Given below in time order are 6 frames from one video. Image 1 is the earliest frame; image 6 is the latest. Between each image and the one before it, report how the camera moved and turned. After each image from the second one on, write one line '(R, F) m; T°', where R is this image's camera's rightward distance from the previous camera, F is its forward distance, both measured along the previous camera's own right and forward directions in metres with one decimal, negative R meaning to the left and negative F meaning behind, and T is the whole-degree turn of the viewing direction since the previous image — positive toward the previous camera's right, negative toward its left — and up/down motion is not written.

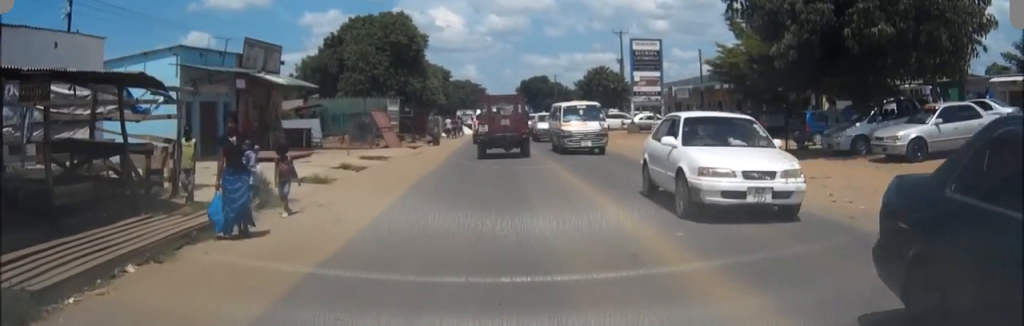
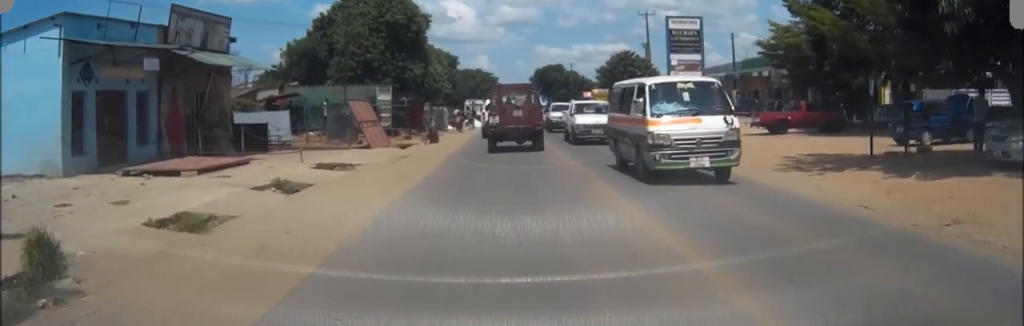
(-0.2, +7.9) m; -2°
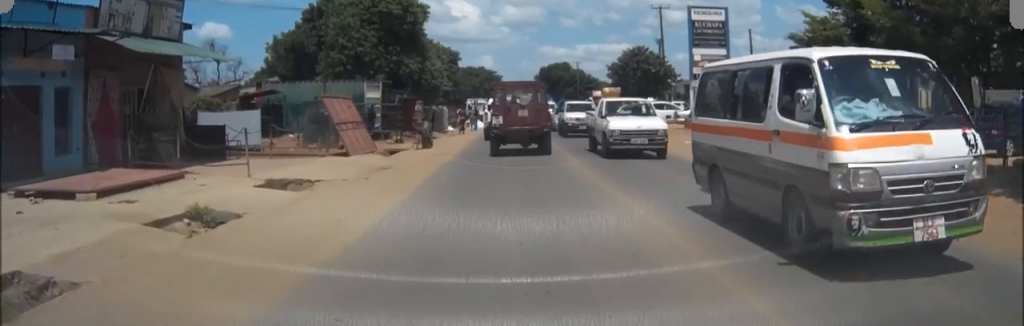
(0.0, +4.5) m; -1°
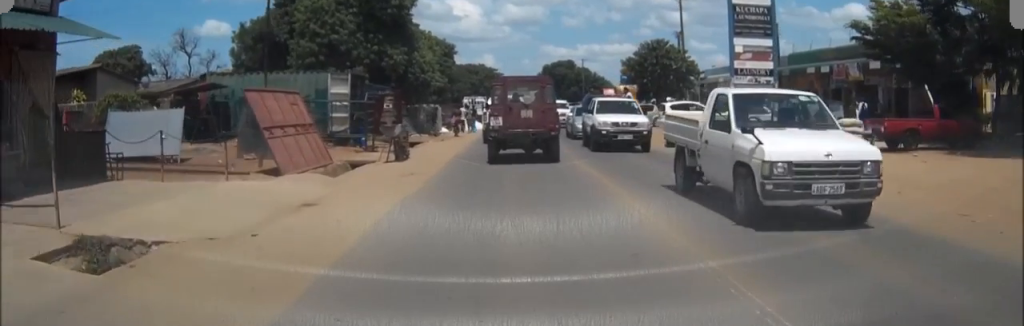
(-0.1, +7.3) m; 0°
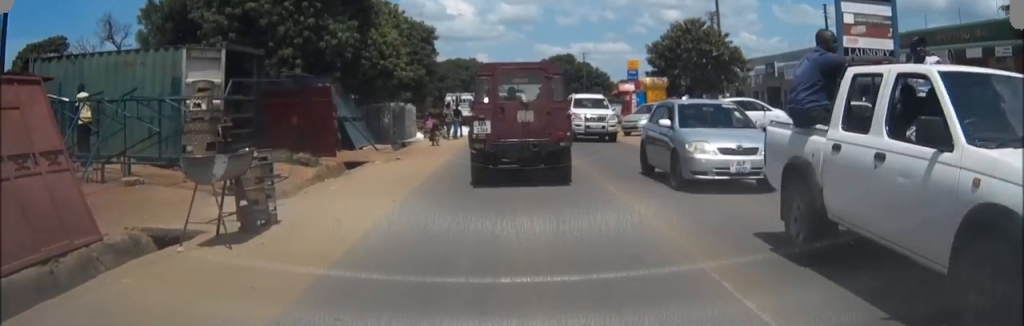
(-0.2, +12.3) m; -2°
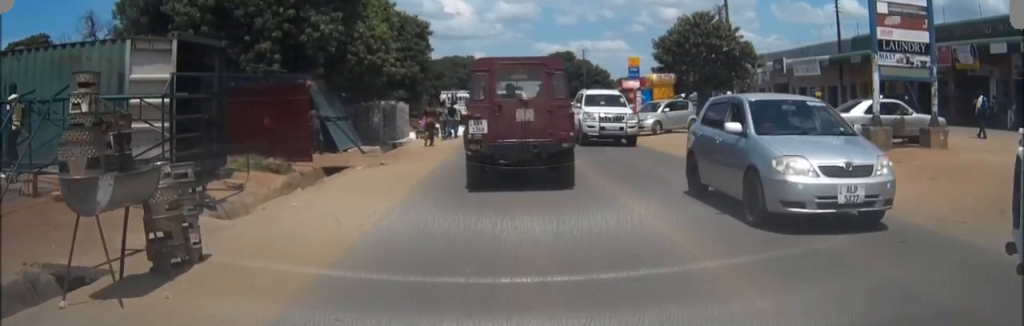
(0.0, +2.3) m; +1°
